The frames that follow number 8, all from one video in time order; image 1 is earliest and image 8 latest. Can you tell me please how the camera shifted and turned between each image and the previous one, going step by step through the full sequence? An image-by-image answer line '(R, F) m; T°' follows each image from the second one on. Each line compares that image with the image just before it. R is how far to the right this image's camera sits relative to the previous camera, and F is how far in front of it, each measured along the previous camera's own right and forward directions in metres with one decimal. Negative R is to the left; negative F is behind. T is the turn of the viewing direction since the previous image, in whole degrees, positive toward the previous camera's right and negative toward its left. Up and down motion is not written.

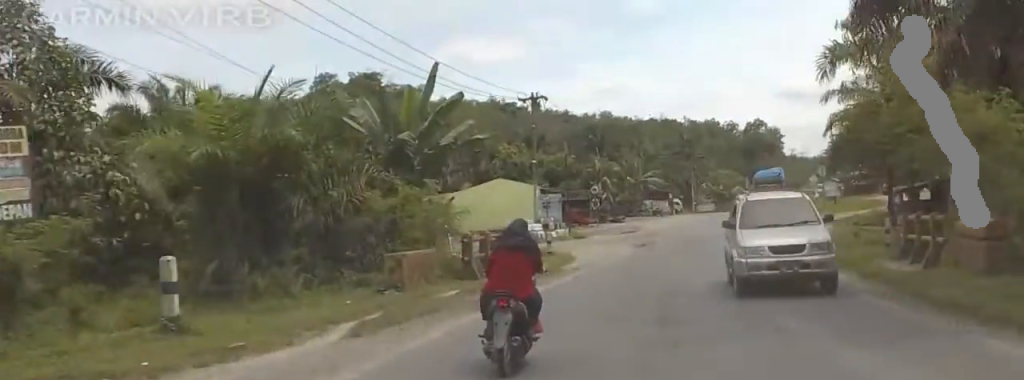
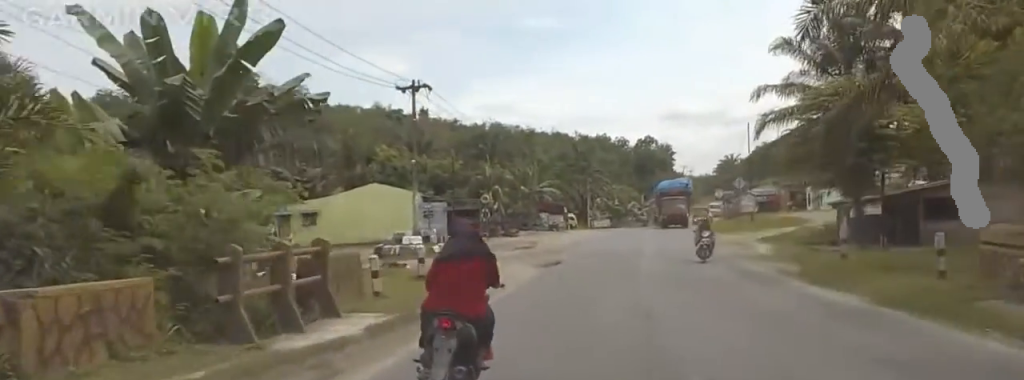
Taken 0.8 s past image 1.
(+0.3, +11.1) m; 0°
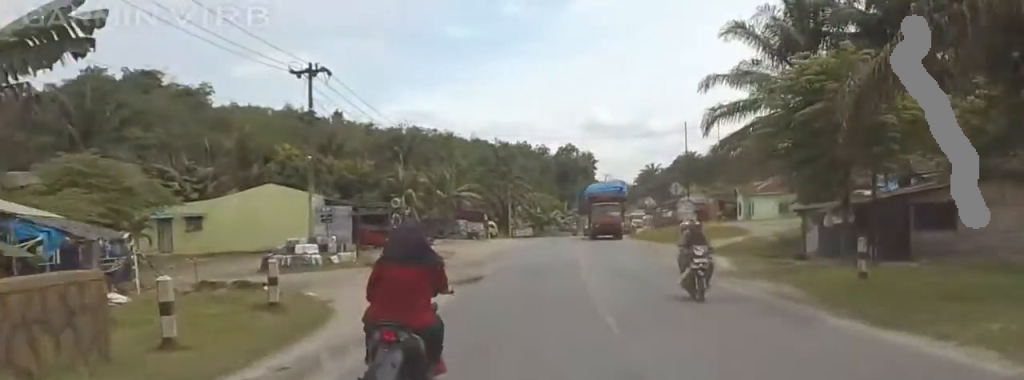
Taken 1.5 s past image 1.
(-0.9, +8.5) m; 0°
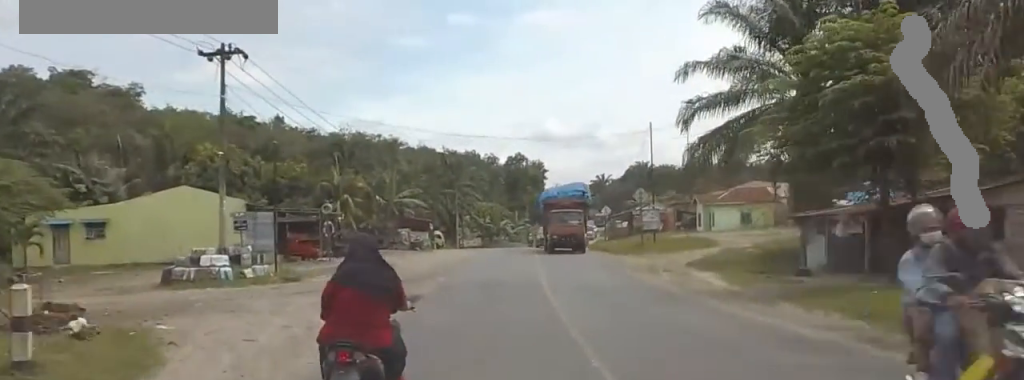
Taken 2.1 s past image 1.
(+0.7, +8.0) m; +3°
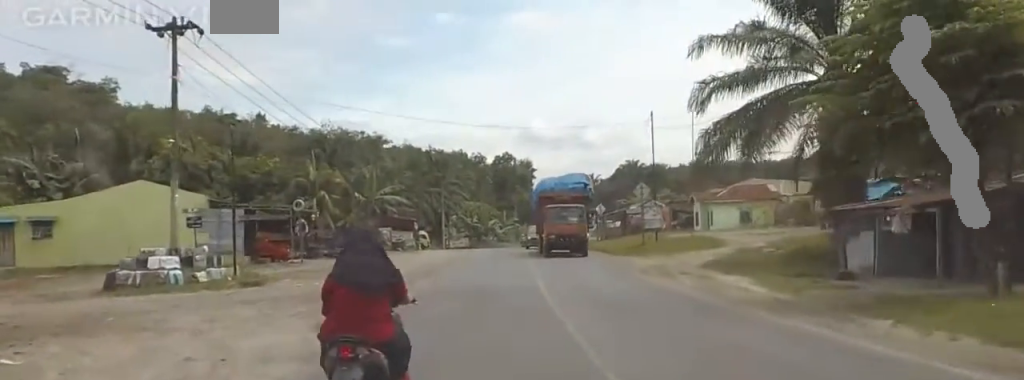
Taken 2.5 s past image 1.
(+0.3, +5.9) m; +3°
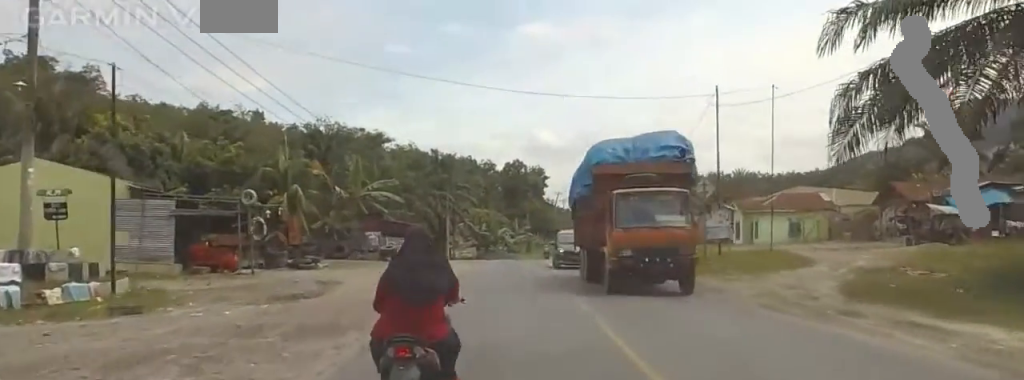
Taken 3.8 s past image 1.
(-0.4, +17.0) m; -5°
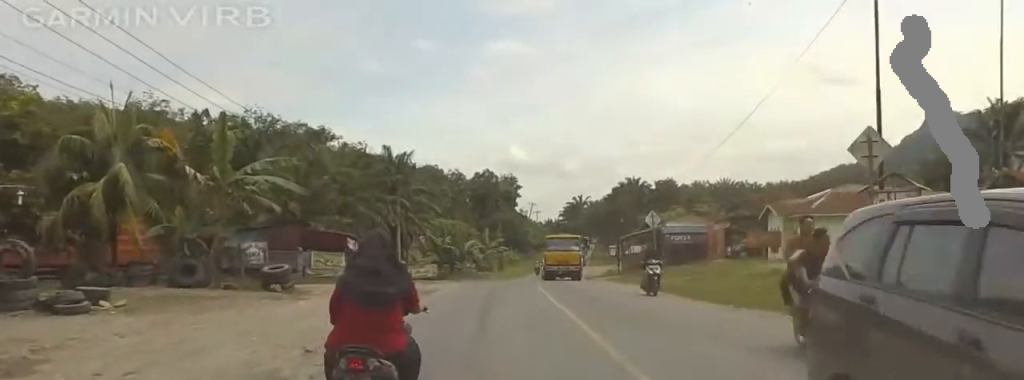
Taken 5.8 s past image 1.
(-2.6, +27.5) m; -10°
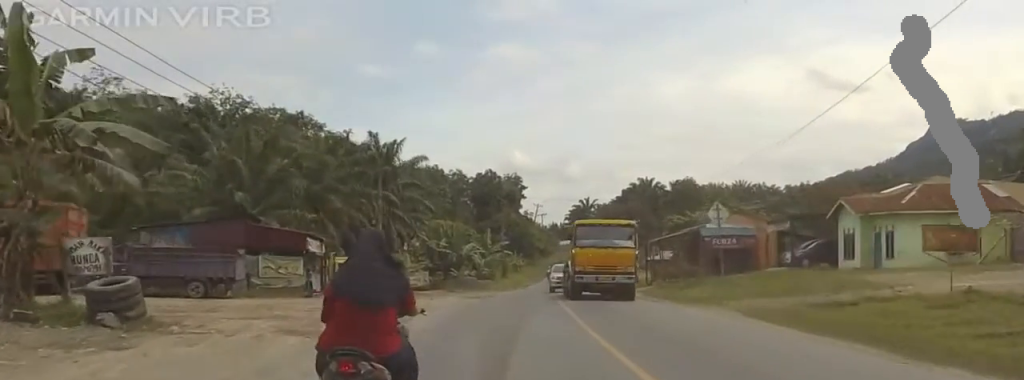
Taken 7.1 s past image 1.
(-0.2, +18.6) m; +1°
